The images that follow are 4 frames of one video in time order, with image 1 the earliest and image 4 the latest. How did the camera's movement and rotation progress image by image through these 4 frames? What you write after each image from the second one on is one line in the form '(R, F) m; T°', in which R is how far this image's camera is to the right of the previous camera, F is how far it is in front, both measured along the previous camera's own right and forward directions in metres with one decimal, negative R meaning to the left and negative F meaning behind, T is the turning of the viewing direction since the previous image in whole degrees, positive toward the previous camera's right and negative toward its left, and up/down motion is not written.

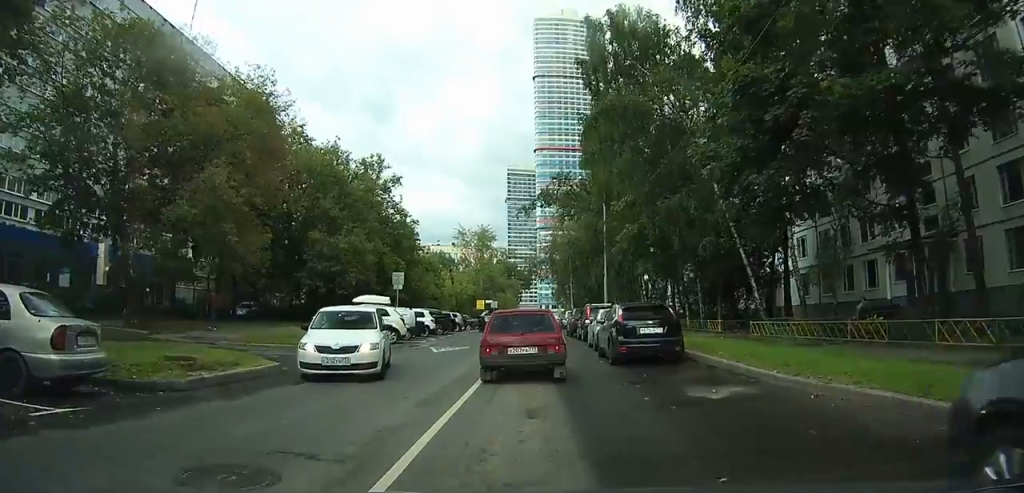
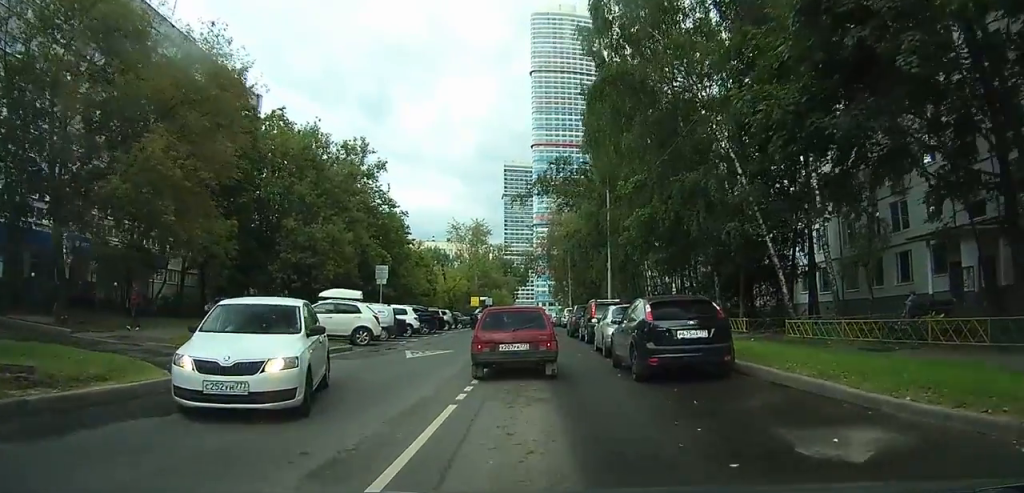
(+0.2, +4.2) m; +3°
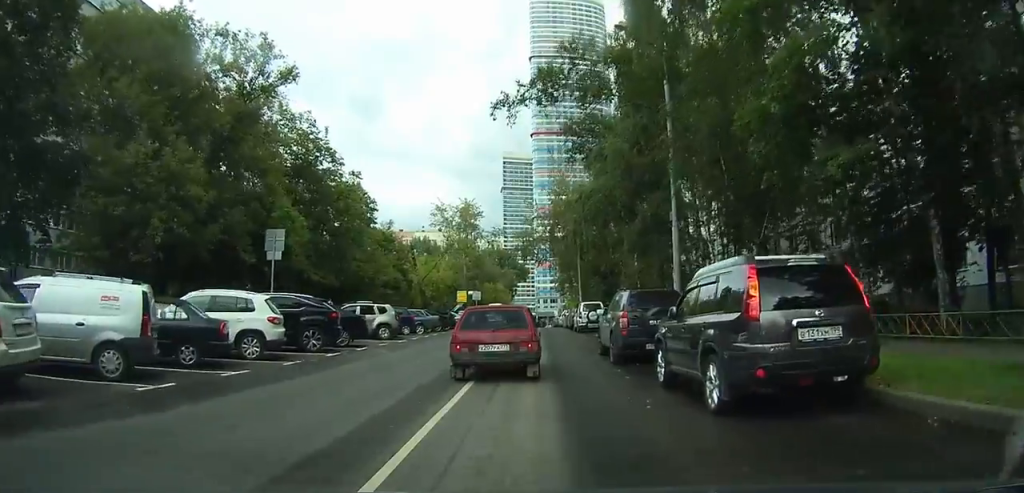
(-0.8, +19.6) m; -5°
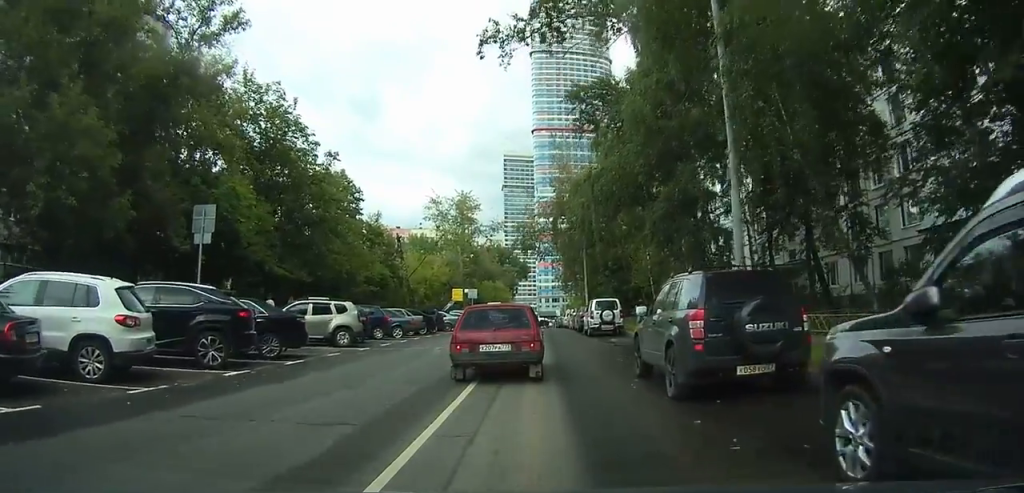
(-0.1, +6.0) m; 0°
